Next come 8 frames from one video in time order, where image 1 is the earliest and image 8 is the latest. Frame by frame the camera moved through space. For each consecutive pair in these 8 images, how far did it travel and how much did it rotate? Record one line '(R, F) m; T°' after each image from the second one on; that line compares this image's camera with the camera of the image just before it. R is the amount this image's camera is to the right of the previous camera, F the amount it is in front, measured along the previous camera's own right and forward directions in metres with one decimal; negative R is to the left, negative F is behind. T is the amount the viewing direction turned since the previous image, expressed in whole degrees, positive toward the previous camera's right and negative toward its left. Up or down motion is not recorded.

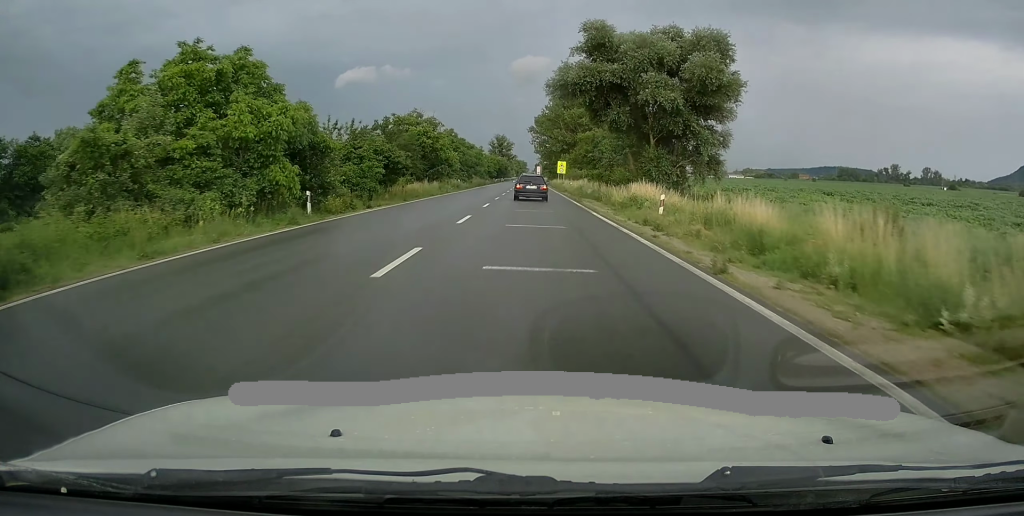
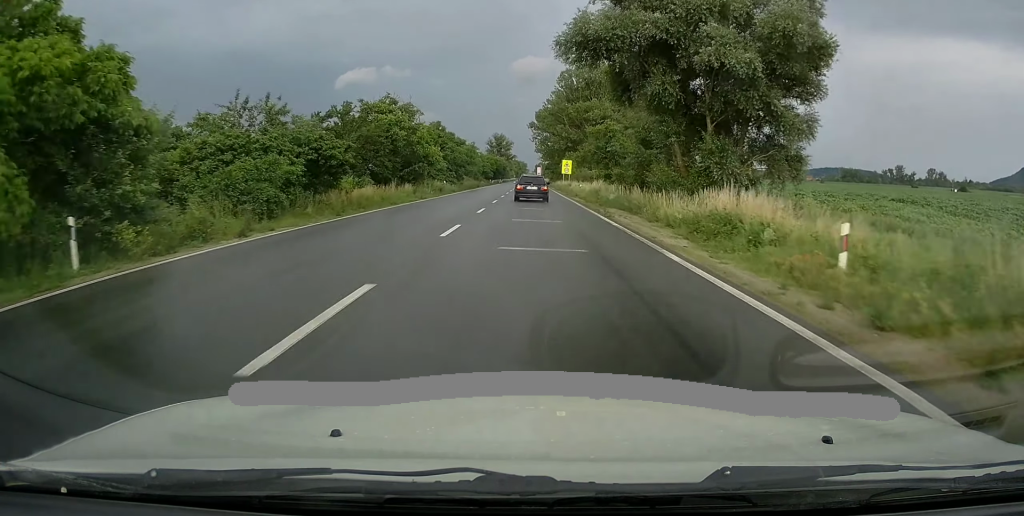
(0.0, +12.5) m; 0°
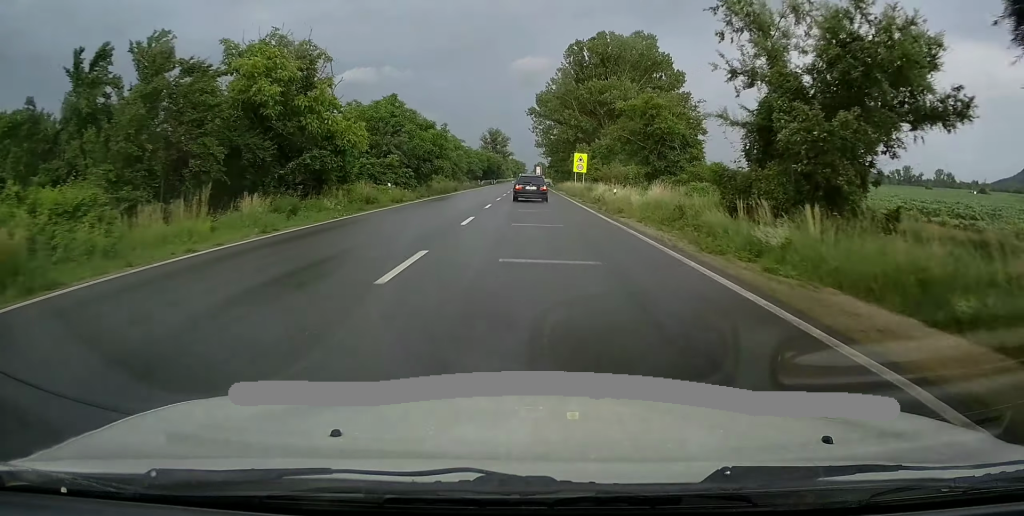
(0.0, +23.4) m; 0°
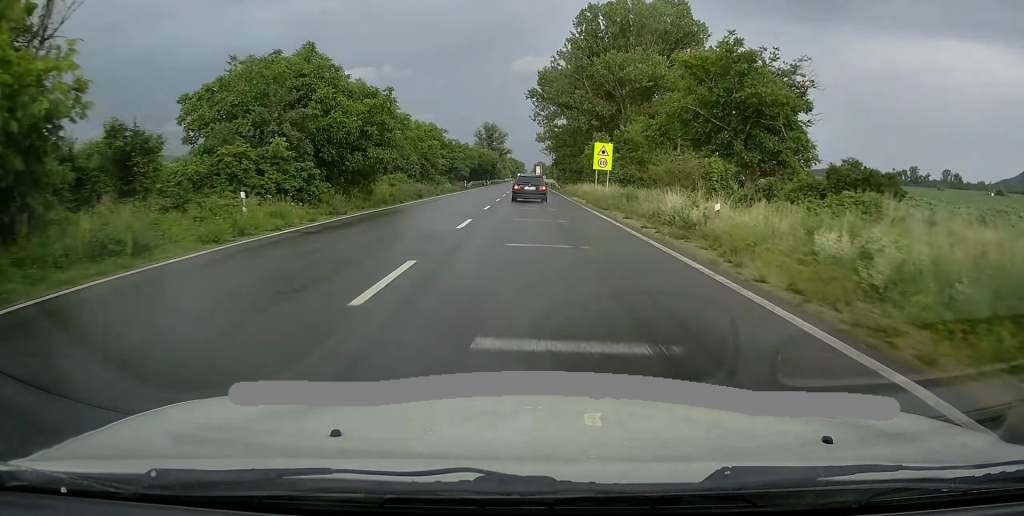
(0.0, +18.9) m; 0°
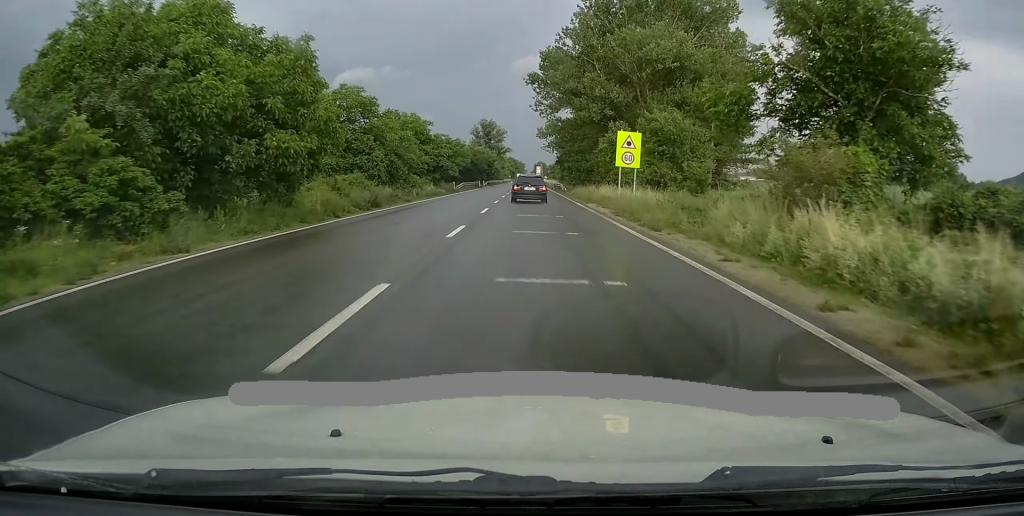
(0.0, +10.9) m; 0°
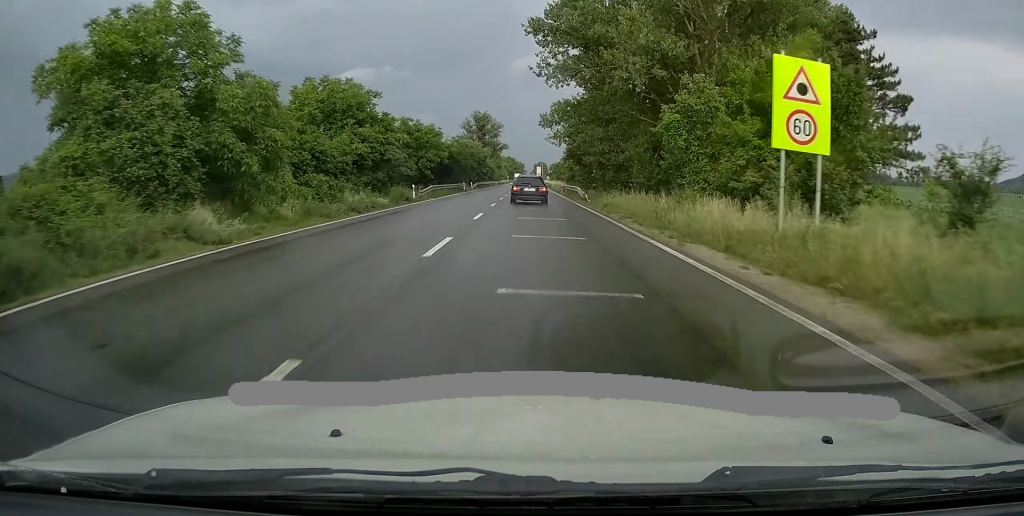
(0.0, +21.0) m; 0°
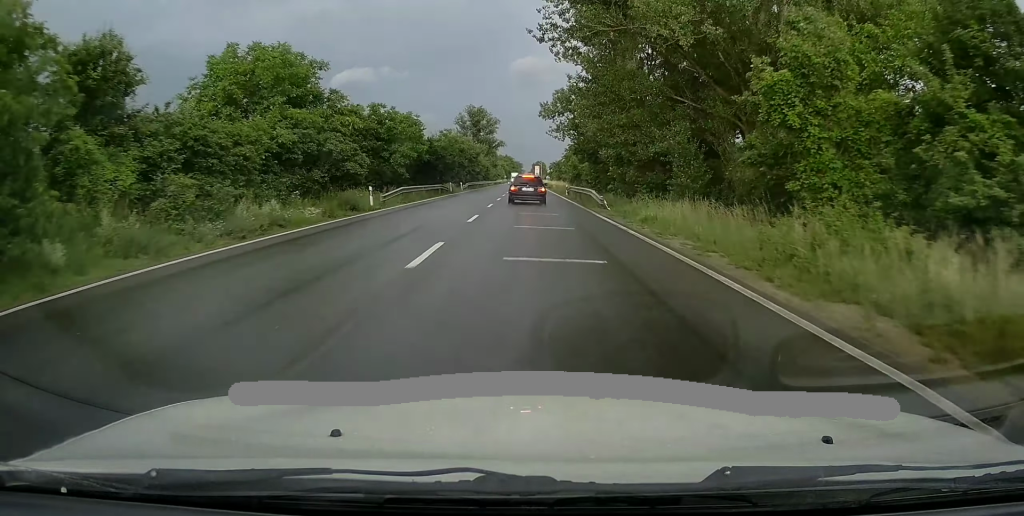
(0.0, +10.1) m; 0°
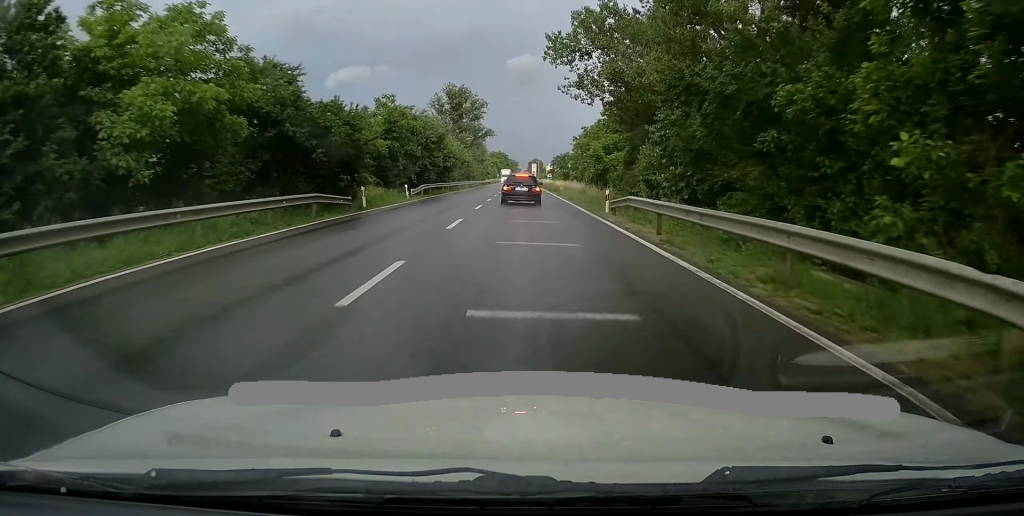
(+0.1, +29.4) m; 0°
